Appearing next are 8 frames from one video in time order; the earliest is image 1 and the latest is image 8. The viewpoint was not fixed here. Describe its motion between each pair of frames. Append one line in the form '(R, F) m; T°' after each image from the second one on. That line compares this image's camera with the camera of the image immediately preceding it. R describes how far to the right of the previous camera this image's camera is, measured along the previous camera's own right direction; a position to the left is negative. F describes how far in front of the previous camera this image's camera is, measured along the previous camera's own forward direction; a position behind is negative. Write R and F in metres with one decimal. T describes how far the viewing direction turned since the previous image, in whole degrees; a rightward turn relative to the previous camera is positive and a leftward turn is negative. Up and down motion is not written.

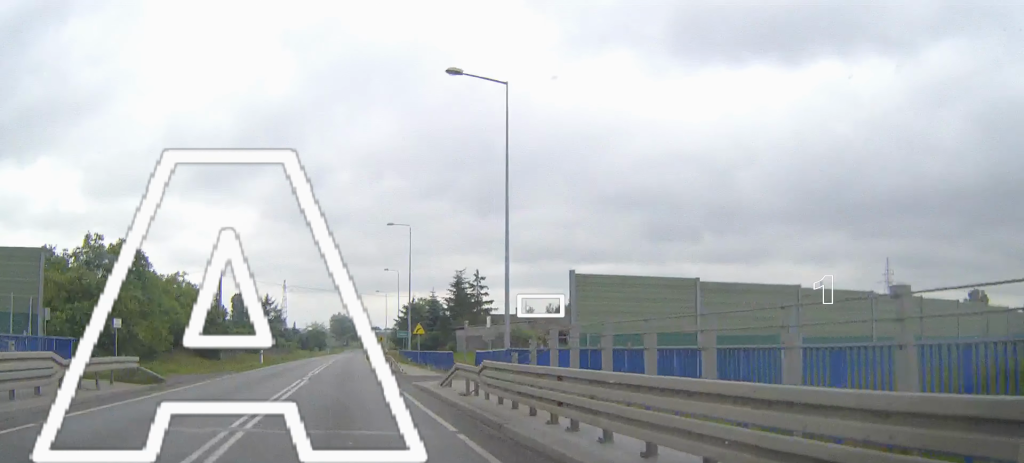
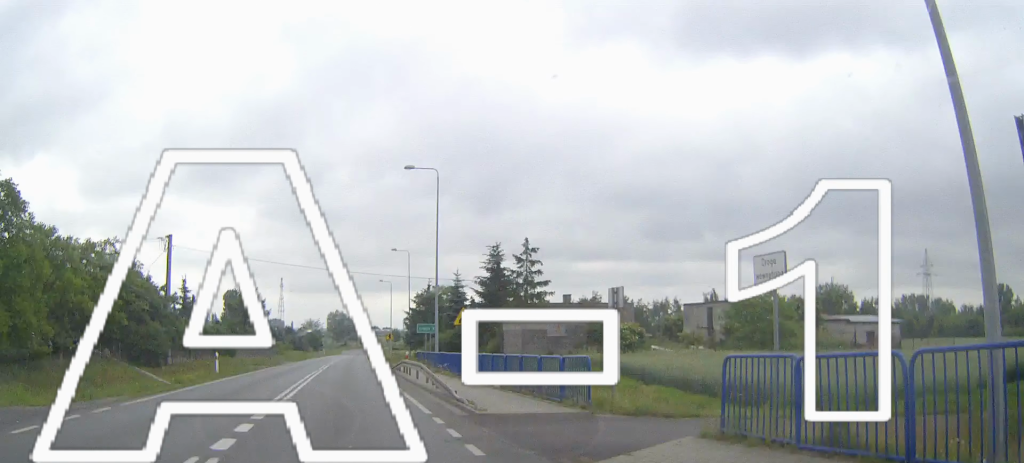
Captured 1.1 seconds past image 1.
(0.0, +19.0) m; 0°
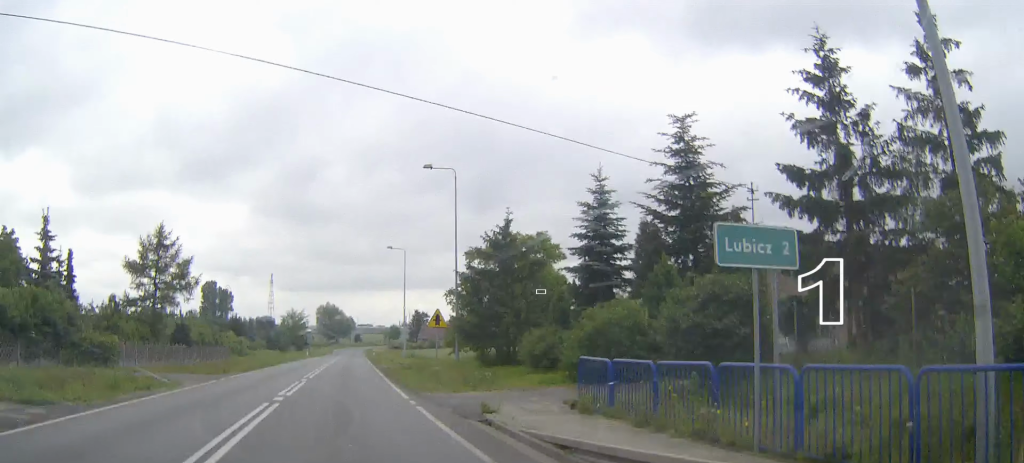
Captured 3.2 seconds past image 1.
(+0.1, +38.3) m; 0°
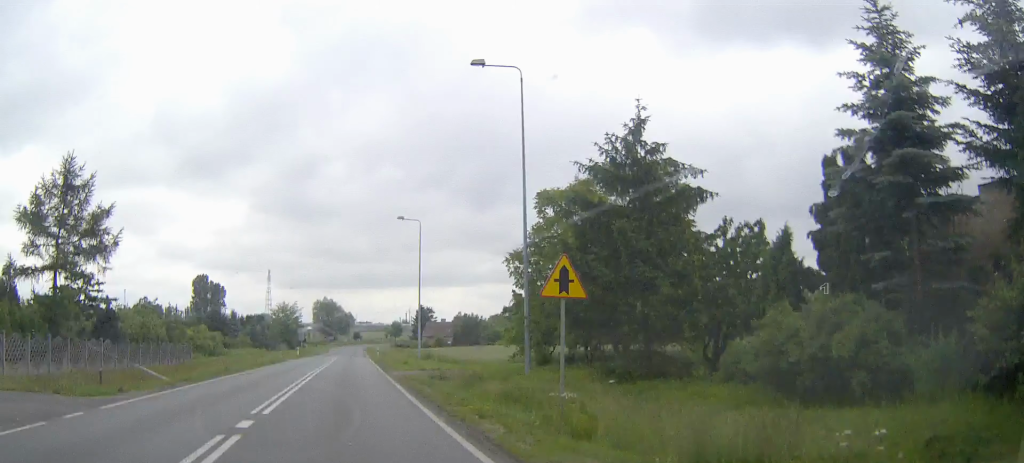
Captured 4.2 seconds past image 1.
(+0.1, +16.4) m; 0°
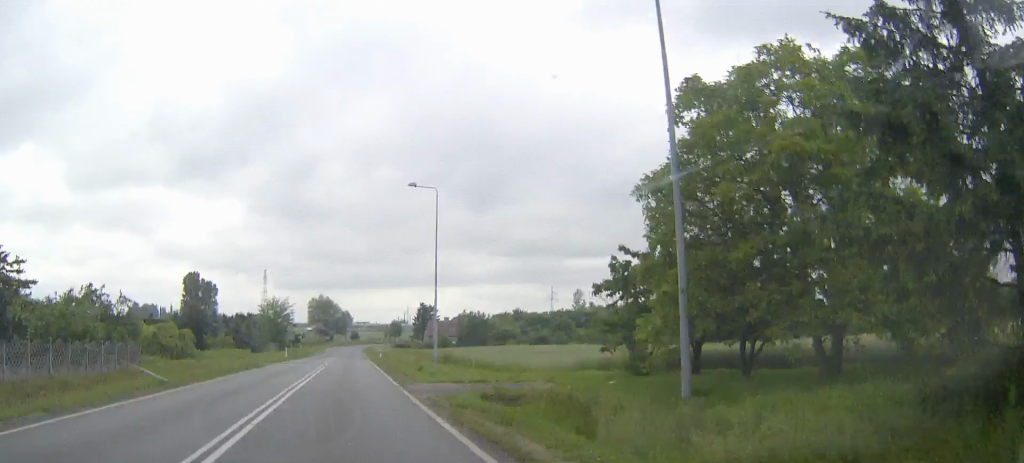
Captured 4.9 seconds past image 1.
(0.0, +12.9) m; 0°
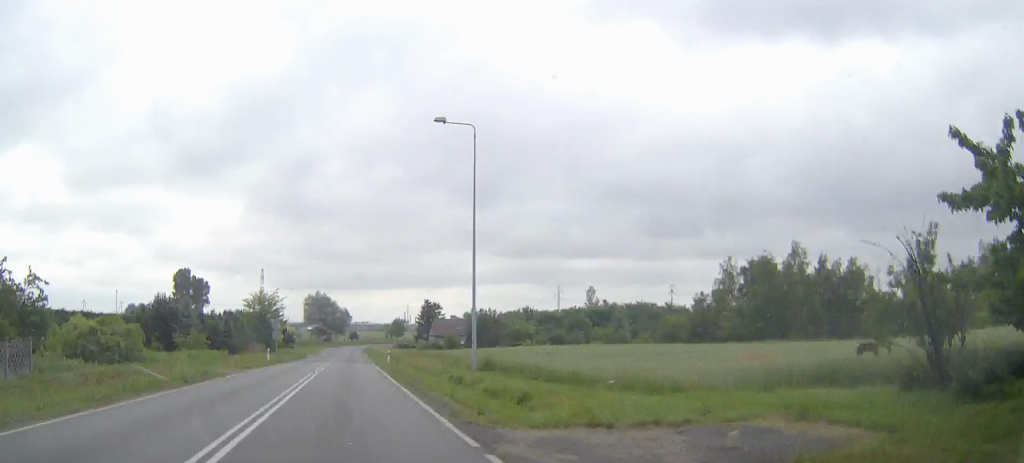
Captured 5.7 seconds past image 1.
(0.0, +14.4) m; 0°
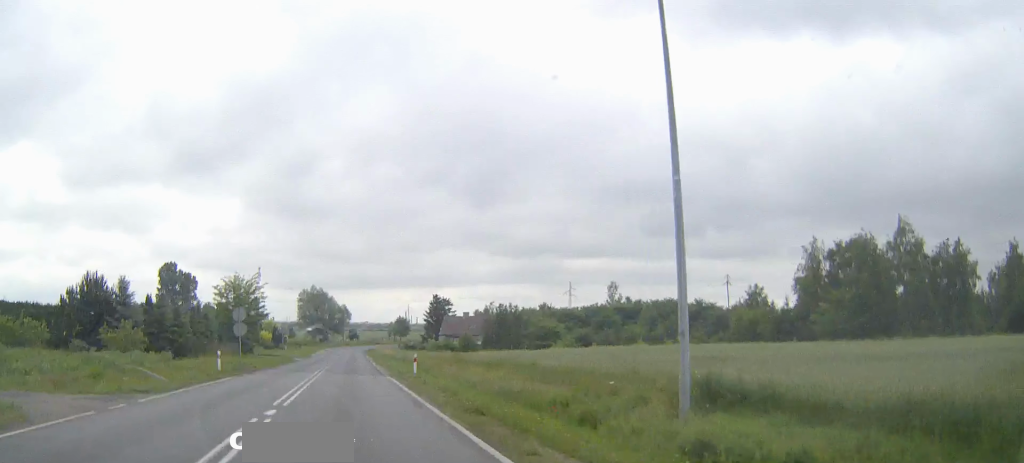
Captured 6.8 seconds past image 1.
(0.0, +20.3) m; 0°
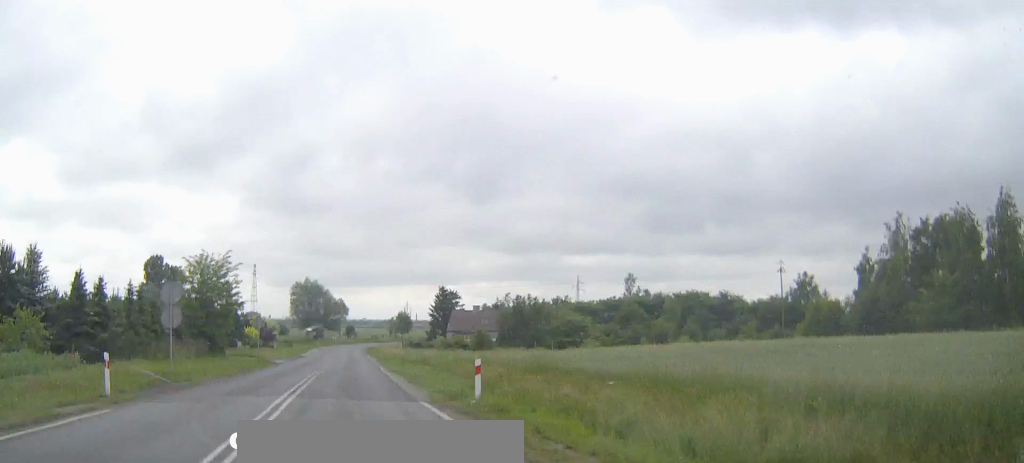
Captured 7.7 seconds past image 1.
(0.0, +16.1) m; 0°
